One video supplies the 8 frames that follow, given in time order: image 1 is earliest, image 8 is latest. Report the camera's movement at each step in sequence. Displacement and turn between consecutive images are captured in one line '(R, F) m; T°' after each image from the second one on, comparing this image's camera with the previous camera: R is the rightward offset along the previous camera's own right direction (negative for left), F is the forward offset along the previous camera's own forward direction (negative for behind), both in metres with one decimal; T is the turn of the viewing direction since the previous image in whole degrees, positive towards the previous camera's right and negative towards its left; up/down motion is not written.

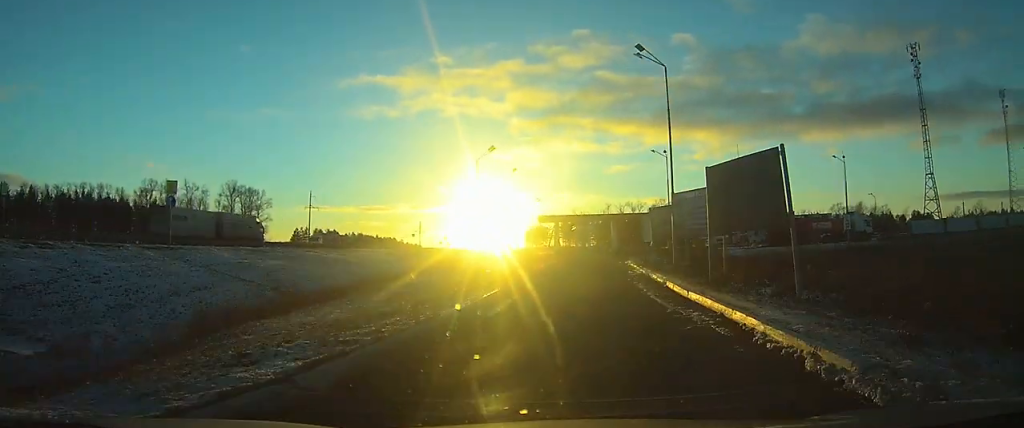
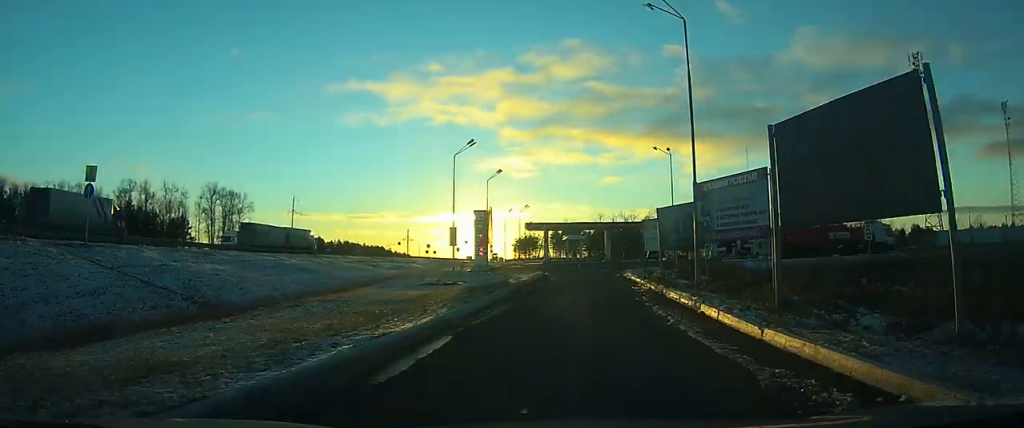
(-0.2, +5.5) m; -2°
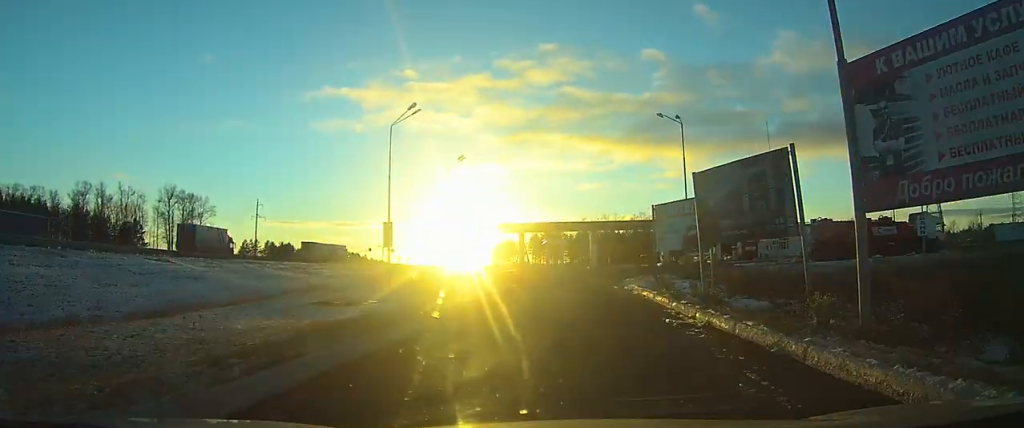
(-0.2, +10.1) m; 0°
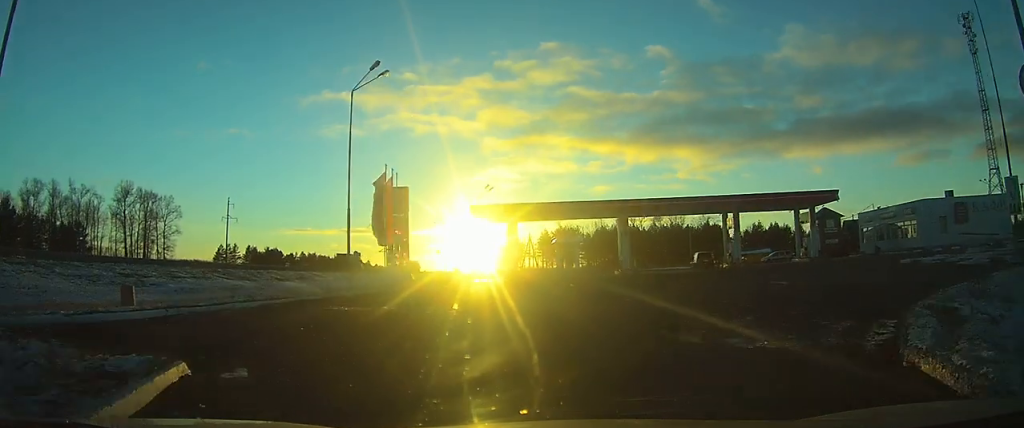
(+0.1, +24.8) m; +2°
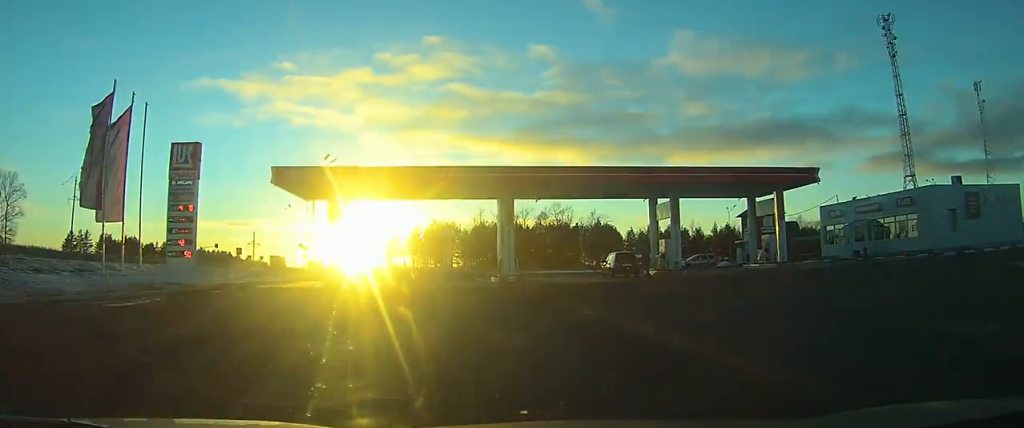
(+0.7, +17.6) m; +9°
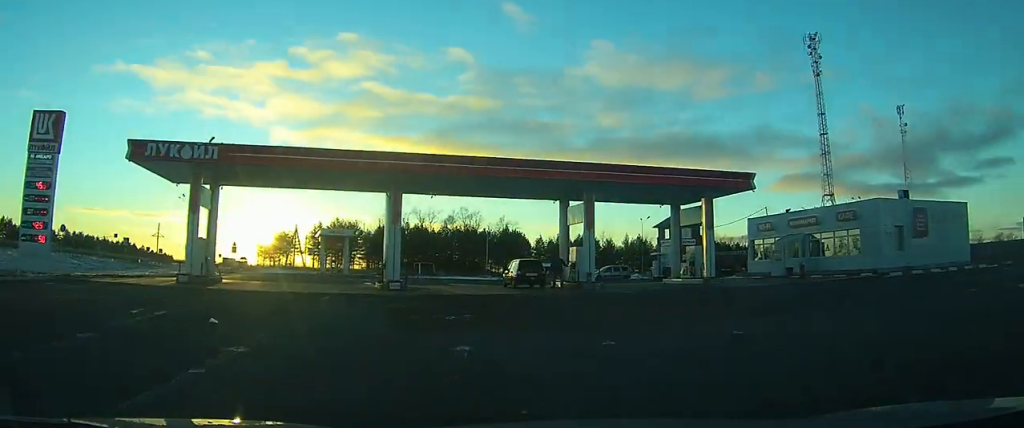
(+0.4, +4.7) m; +6°
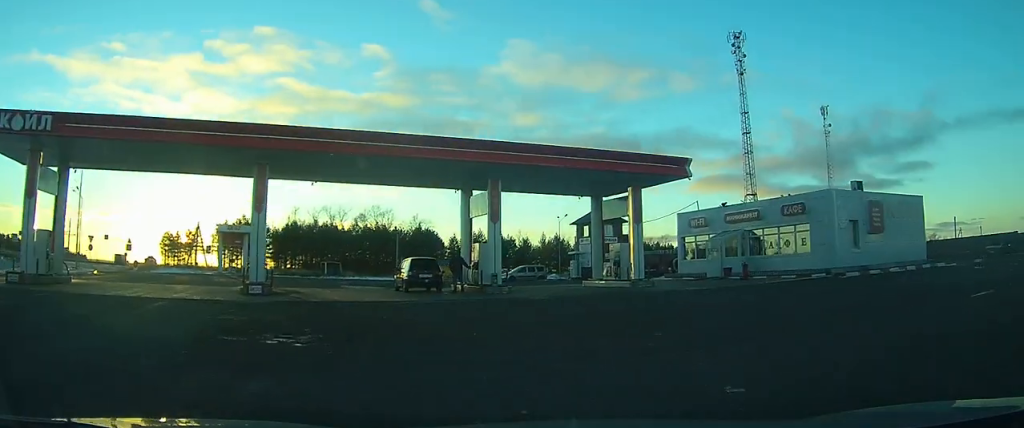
(0.0, +5.2) m; +7°
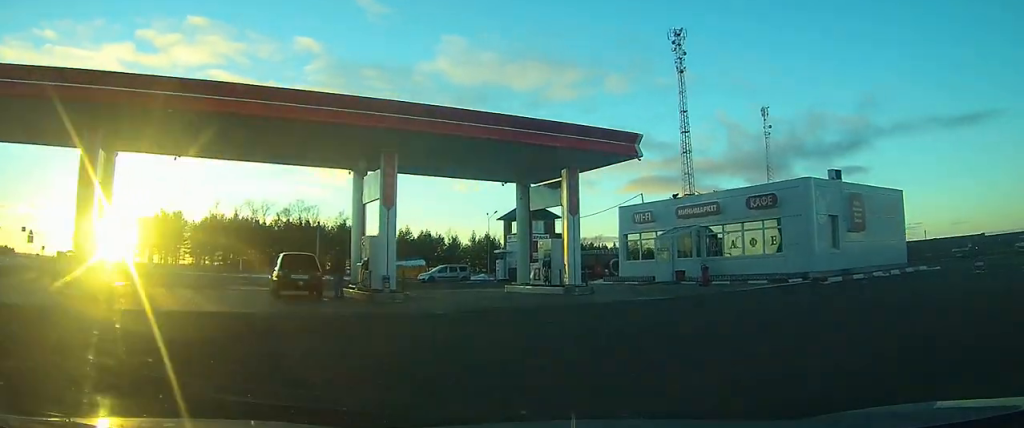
(+0.8, +5.3) m; +10°
